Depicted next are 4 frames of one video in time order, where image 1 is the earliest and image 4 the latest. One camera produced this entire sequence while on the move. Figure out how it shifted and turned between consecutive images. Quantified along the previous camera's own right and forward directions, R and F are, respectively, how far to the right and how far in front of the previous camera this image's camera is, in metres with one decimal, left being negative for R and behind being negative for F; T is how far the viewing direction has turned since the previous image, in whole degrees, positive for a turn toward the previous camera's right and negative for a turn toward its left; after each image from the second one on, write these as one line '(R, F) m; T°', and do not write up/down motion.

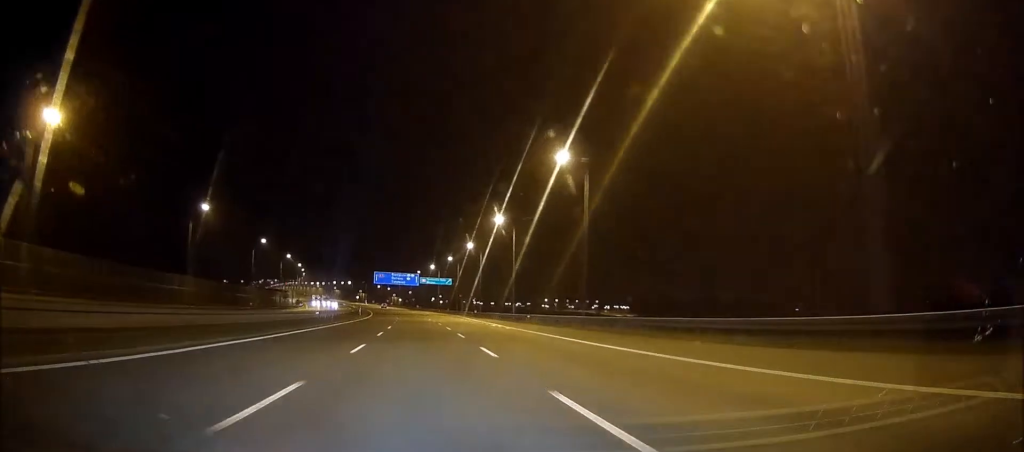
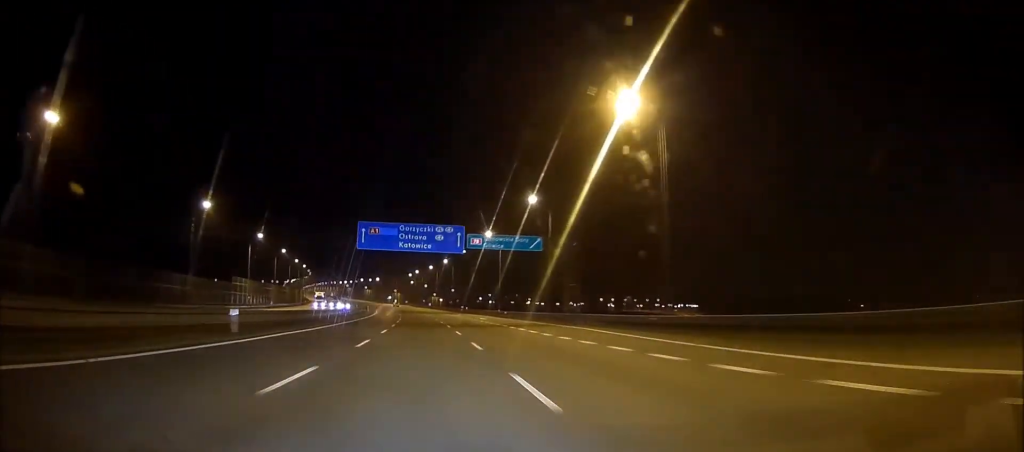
(0.0, +81.5) m; 0°
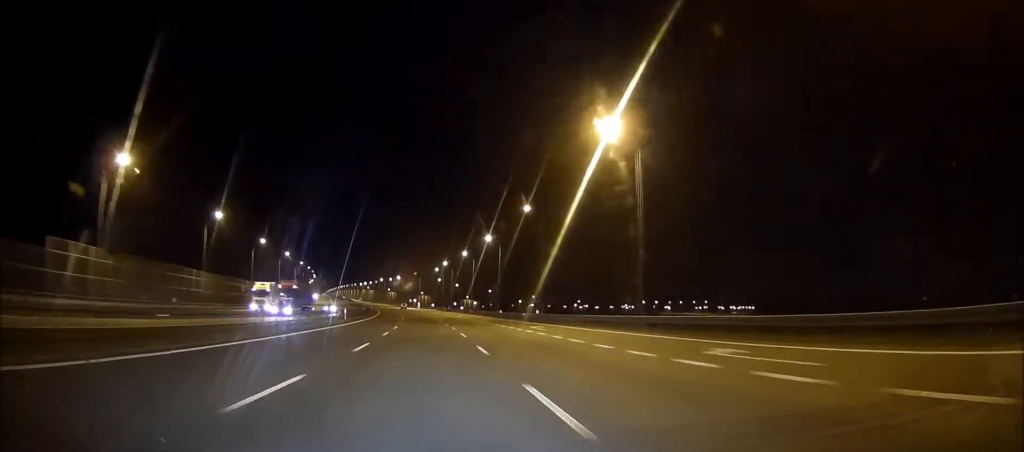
(0.0, +61.0) m; -2°
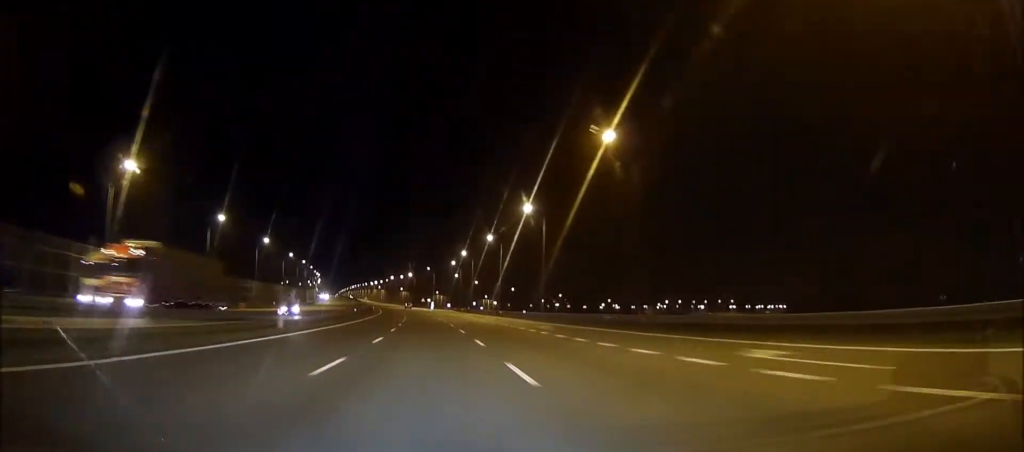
(-0.5, +31.1) m; -3°
